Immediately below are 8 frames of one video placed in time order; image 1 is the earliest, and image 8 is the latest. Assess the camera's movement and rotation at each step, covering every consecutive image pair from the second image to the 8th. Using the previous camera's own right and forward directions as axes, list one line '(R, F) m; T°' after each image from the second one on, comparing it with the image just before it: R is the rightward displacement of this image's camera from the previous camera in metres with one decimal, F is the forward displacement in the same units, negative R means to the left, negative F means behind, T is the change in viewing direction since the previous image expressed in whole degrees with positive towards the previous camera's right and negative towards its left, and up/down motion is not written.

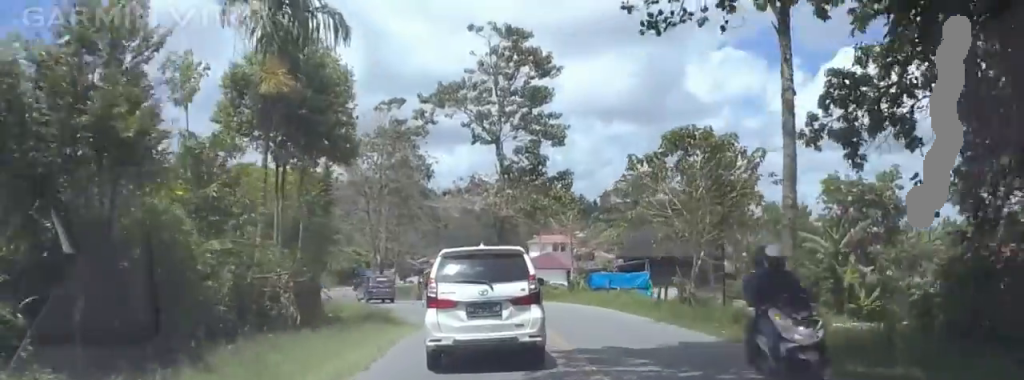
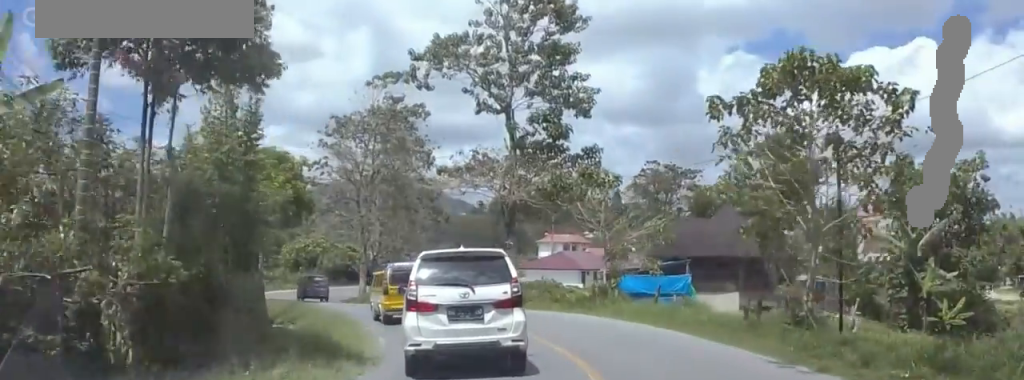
(-0.4, +10.2) m; 0°
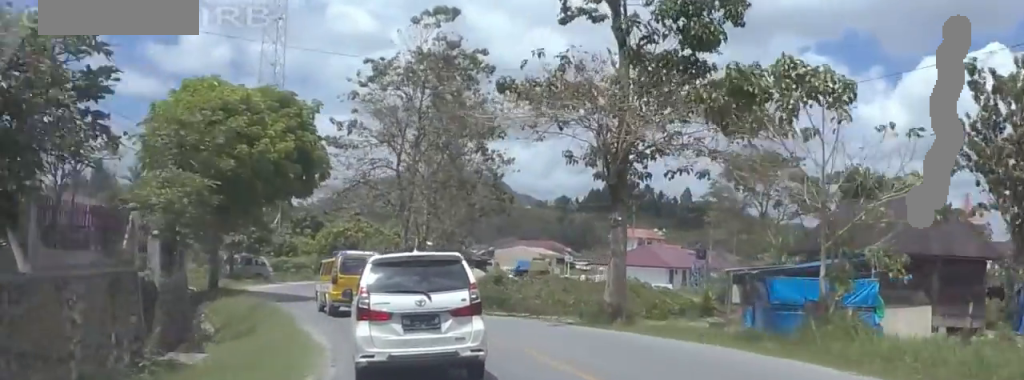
(+0.7, +15.5) m; -2°
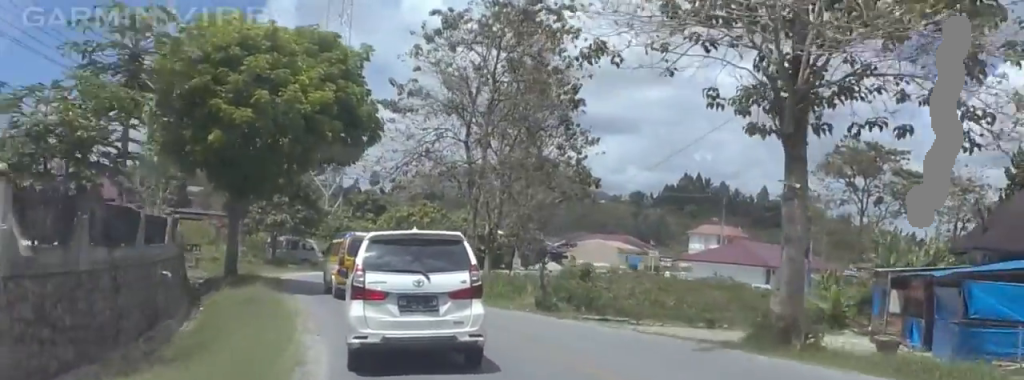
(-0.9, +8.1) m; -7°
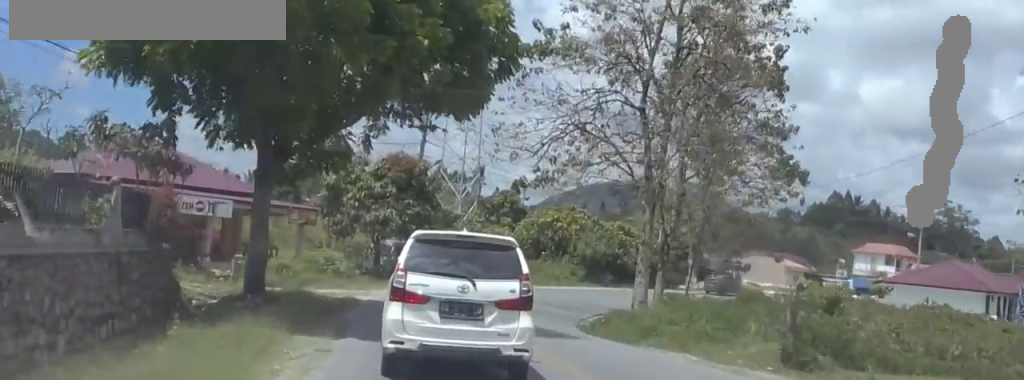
(-1.5, +13.6) m; -4°
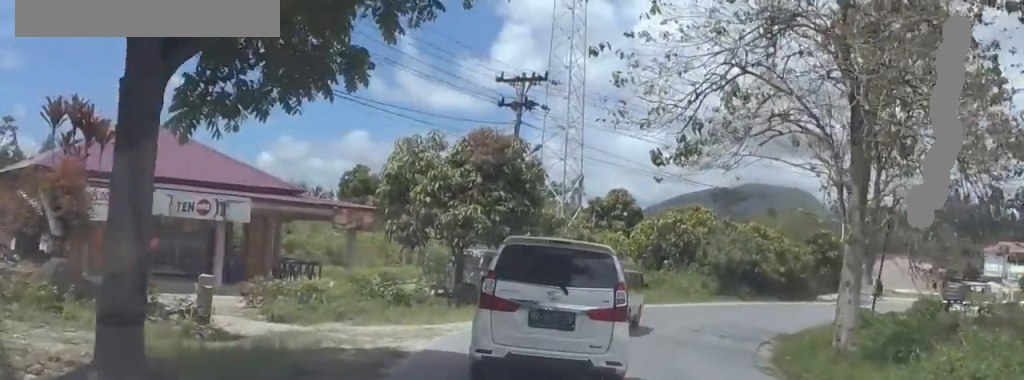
(+0.7, +11.0) m; -1°
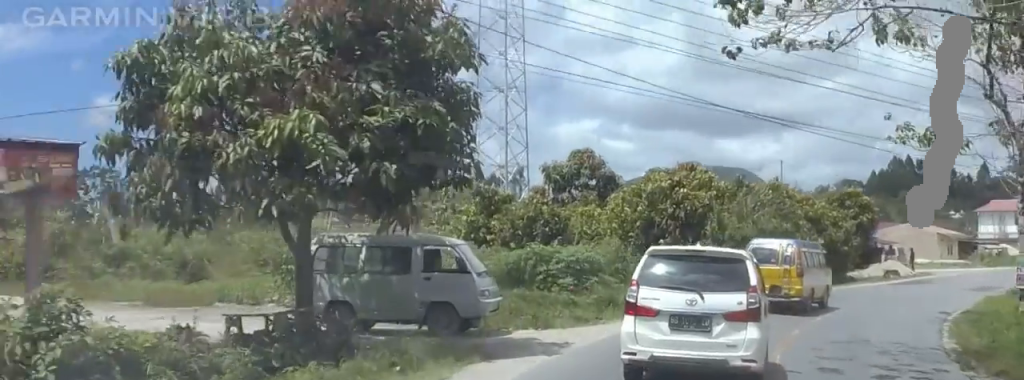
(-1.2, +17.3) m; +1°
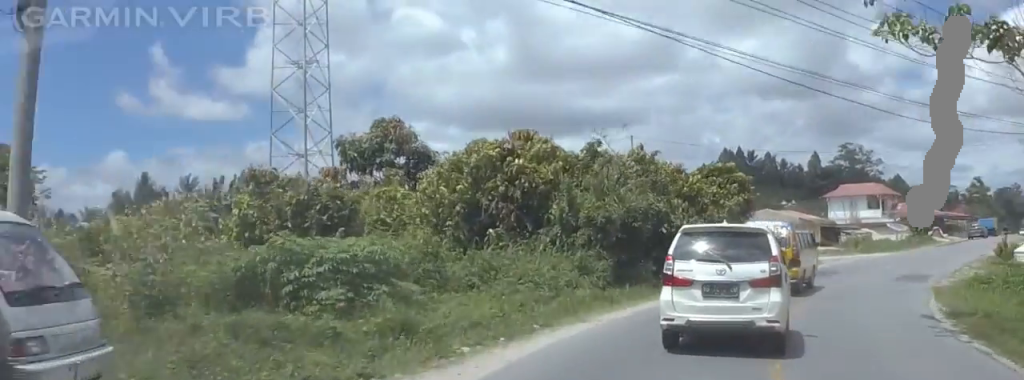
(+1.5, +10.6) m; +13°
